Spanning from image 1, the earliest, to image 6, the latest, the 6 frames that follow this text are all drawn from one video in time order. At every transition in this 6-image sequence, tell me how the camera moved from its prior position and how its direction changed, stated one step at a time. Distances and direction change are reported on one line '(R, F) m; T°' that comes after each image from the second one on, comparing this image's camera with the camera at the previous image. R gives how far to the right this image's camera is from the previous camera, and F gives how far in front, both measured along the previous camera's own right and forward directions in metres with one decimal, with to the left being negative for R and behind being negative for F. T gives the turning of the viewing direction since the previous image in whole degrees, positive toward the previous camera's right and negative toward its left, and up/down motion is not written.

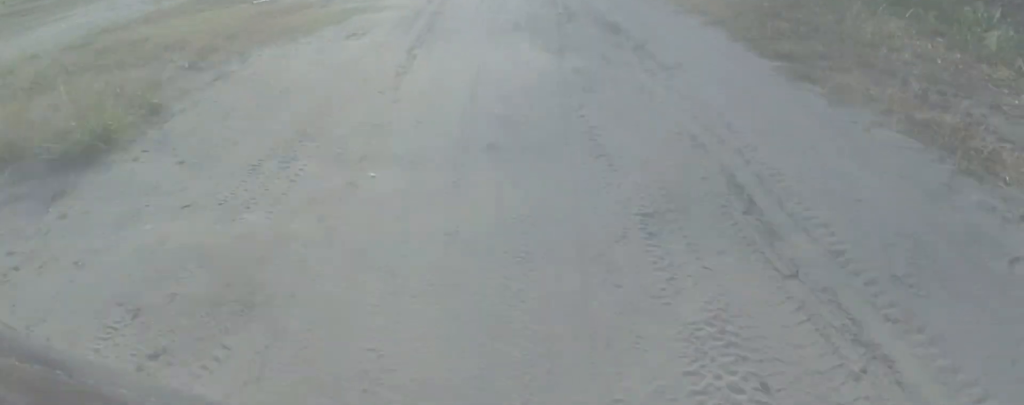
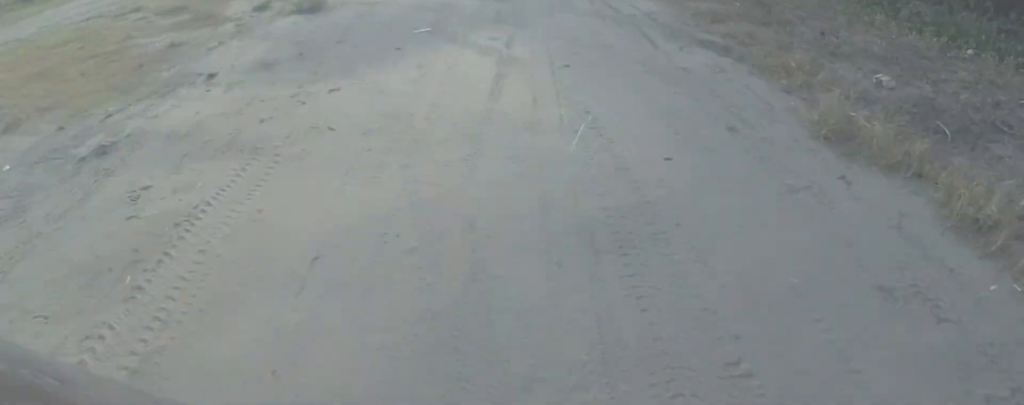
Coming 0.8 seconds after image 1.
(-0.2, +6.8) m; -2°
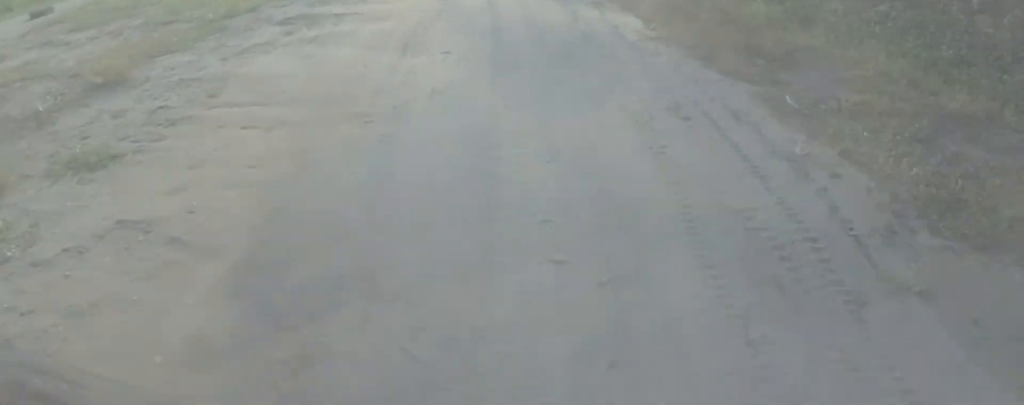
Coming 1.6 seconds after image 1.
(0.0, +7.5) m; 0°
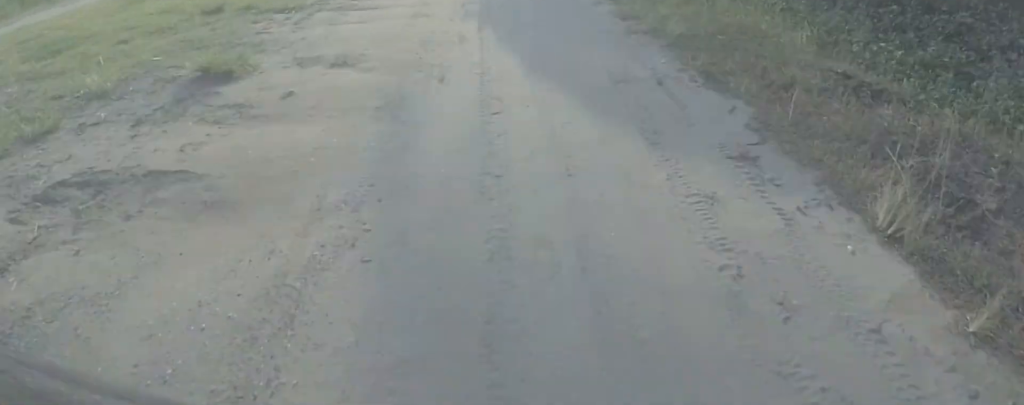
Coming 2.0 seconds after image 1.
(0.0, +3.9) m; 0°
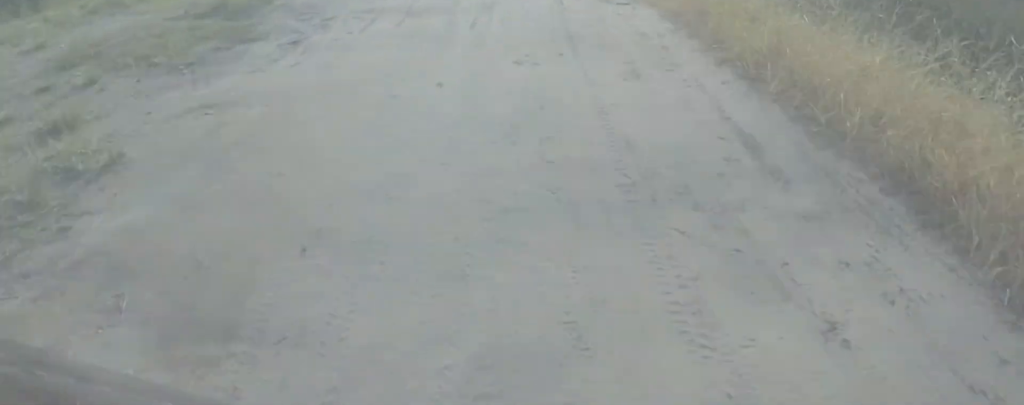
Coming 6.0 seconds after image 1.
(-3.7, +40.5) m; -1°
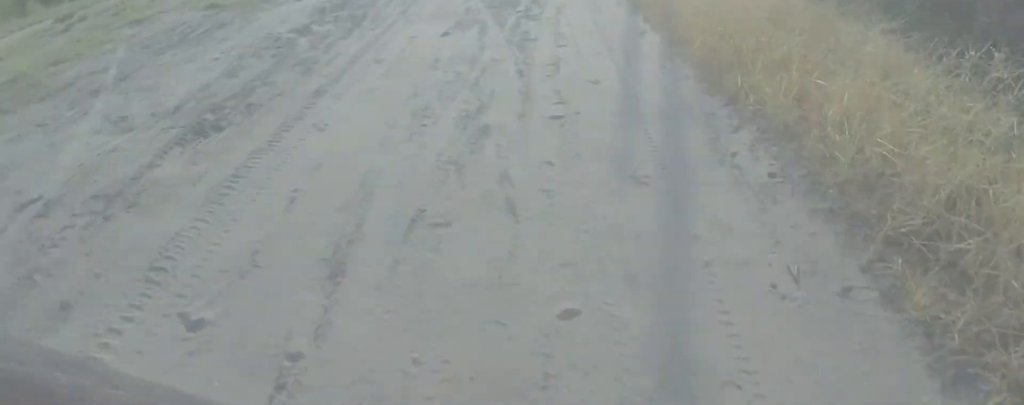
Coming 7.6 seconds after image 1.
(+0.4, +15.6) m; +2°
